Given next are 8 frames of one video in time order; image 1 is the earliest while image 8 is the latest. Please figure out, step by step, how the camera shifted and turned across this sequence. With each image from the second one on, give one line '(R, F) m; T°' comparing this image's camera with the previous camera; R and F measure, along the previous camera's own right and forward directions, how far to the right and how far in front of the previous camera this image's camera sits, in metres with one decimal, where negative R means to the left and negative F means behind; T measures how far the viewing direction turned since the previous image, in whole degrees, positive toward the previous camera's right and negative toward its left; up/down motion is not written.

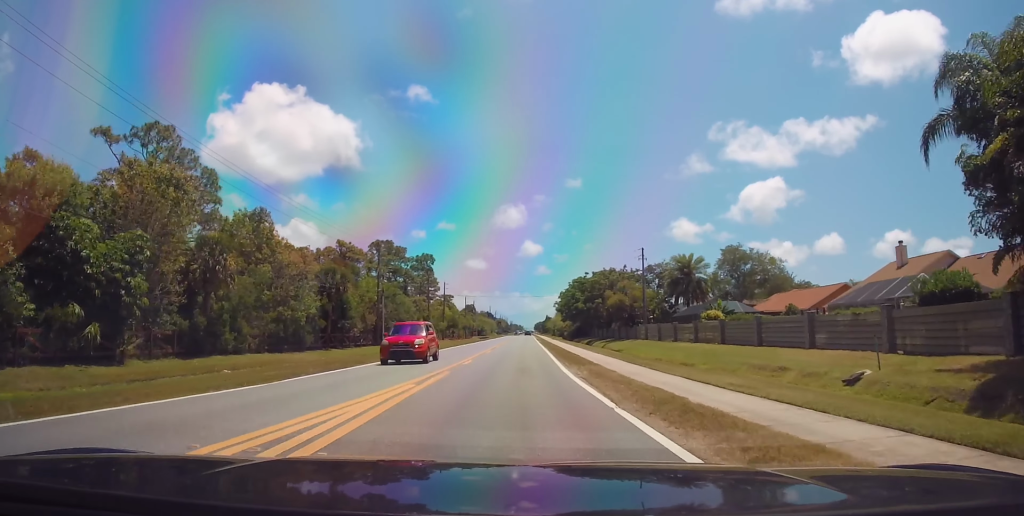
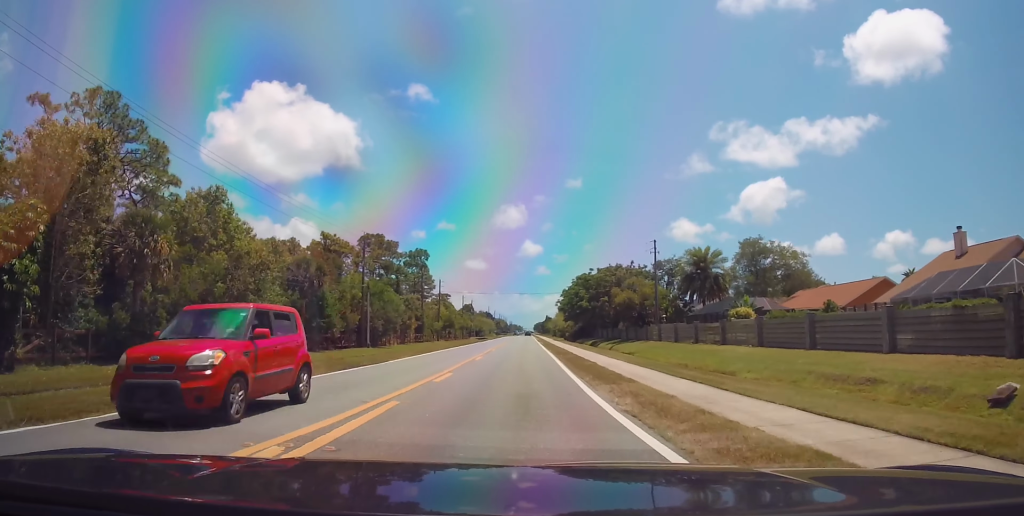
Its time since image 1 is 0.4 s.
(+0.2, +7.5) m; 0°
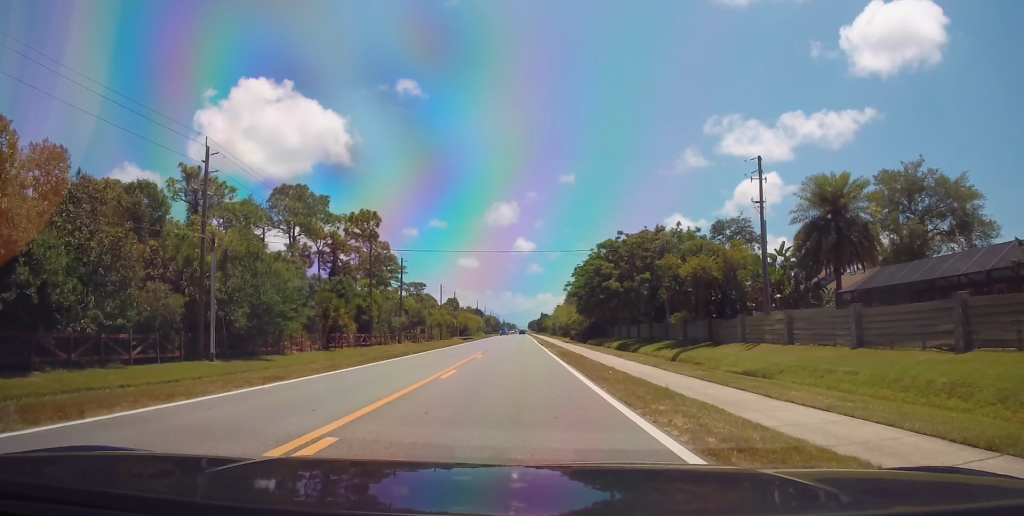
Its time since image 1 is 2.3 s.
(-0.1, +35.1) m; +1°
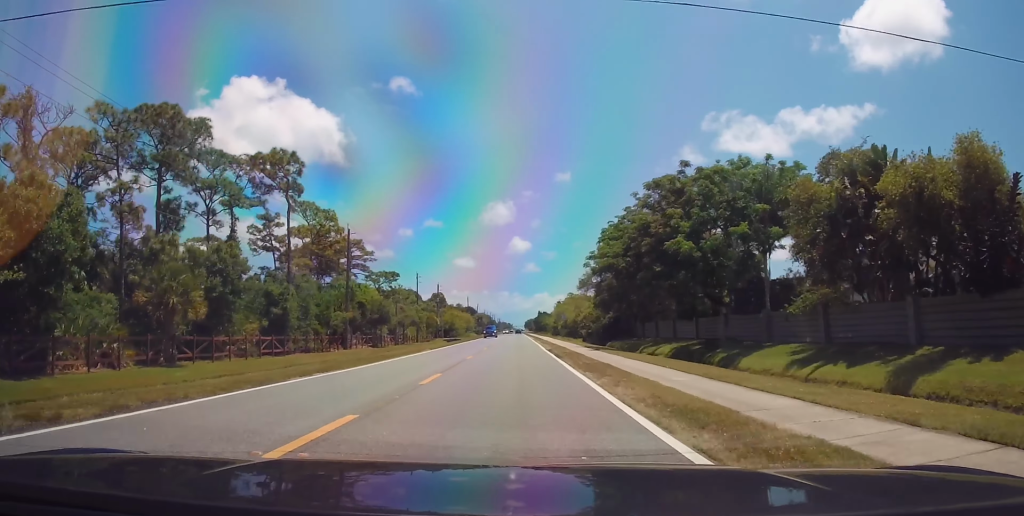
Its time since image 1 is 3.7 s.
(+0.2, +27.5) m; 0°
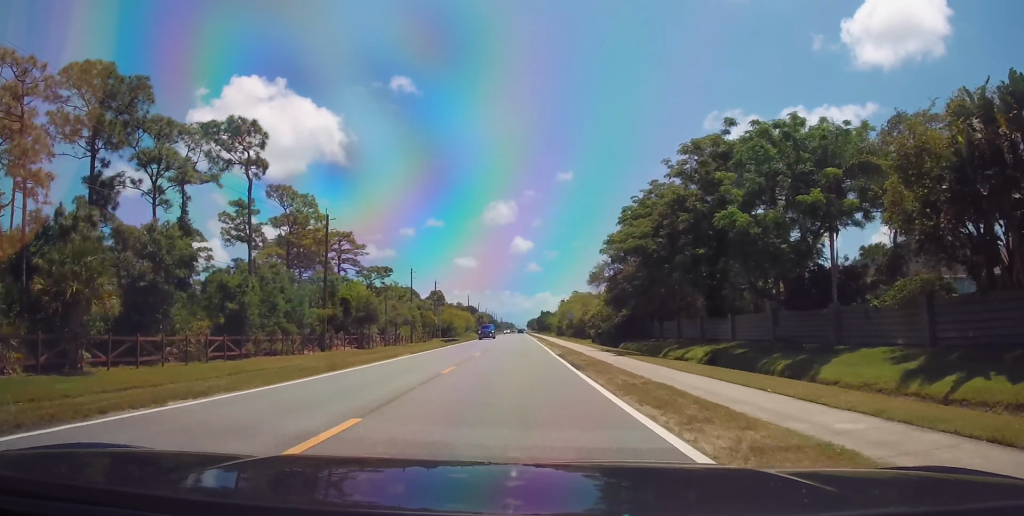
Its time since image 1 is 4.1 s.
(0.0, +8.4) m; 0°
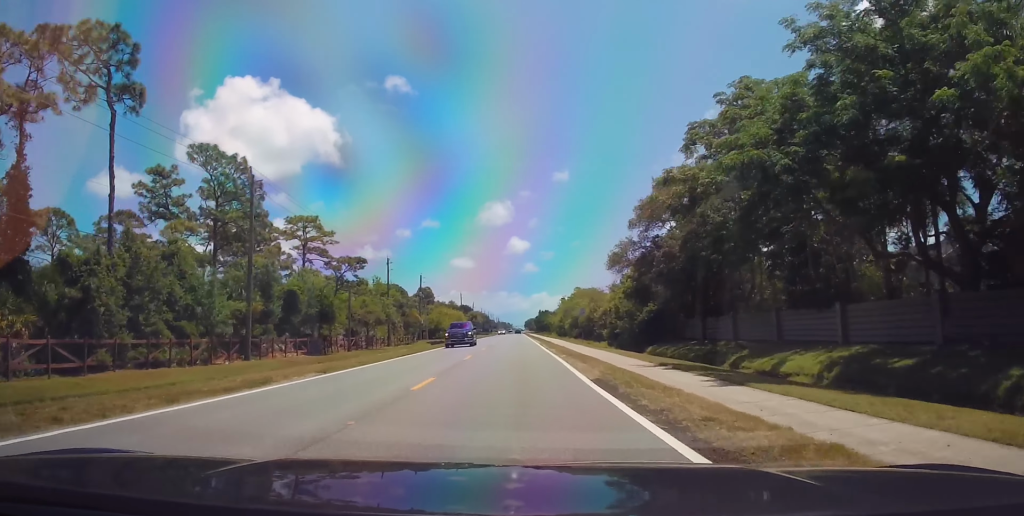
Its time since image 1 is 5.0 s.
(0.0, +16.2) m; 0°
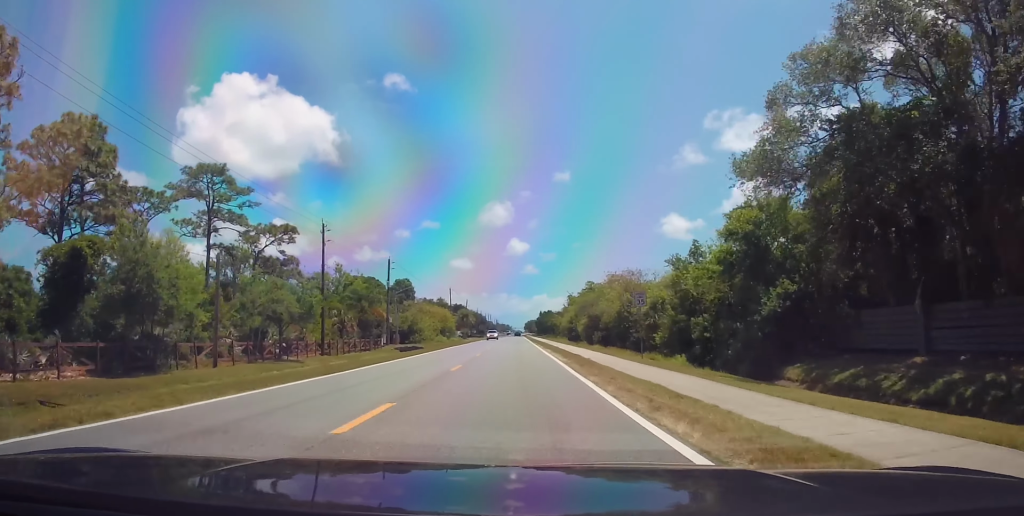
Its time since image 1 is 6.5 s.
(0.0, +29.0) m; 0°
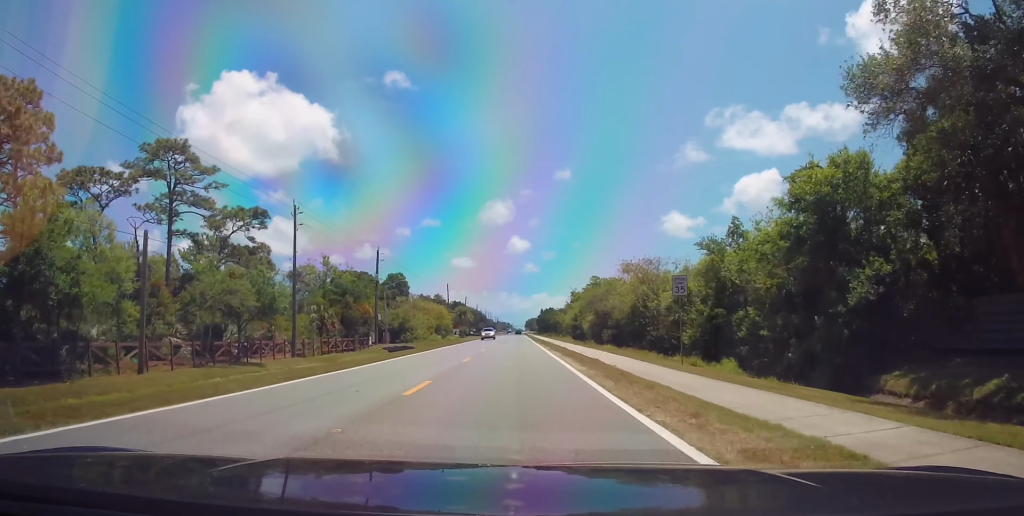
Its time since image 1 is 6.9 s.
(0.0, +7.7) m; 0°
